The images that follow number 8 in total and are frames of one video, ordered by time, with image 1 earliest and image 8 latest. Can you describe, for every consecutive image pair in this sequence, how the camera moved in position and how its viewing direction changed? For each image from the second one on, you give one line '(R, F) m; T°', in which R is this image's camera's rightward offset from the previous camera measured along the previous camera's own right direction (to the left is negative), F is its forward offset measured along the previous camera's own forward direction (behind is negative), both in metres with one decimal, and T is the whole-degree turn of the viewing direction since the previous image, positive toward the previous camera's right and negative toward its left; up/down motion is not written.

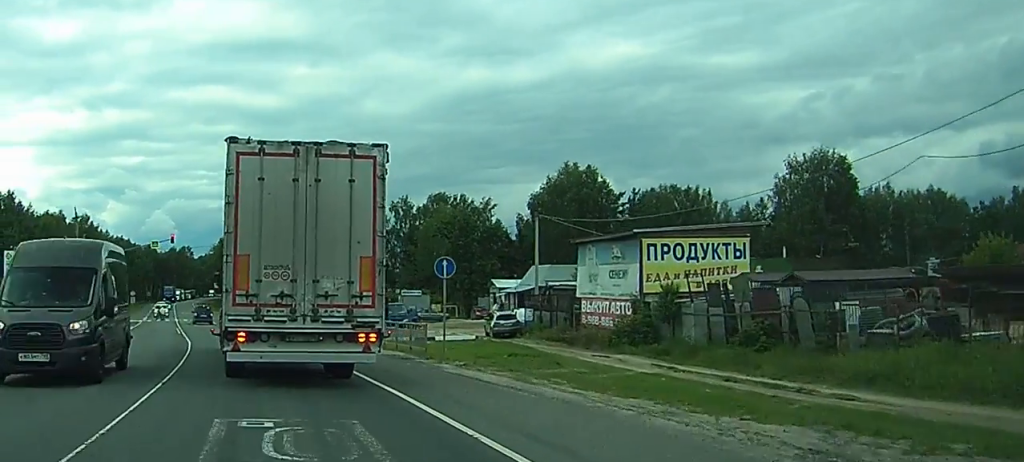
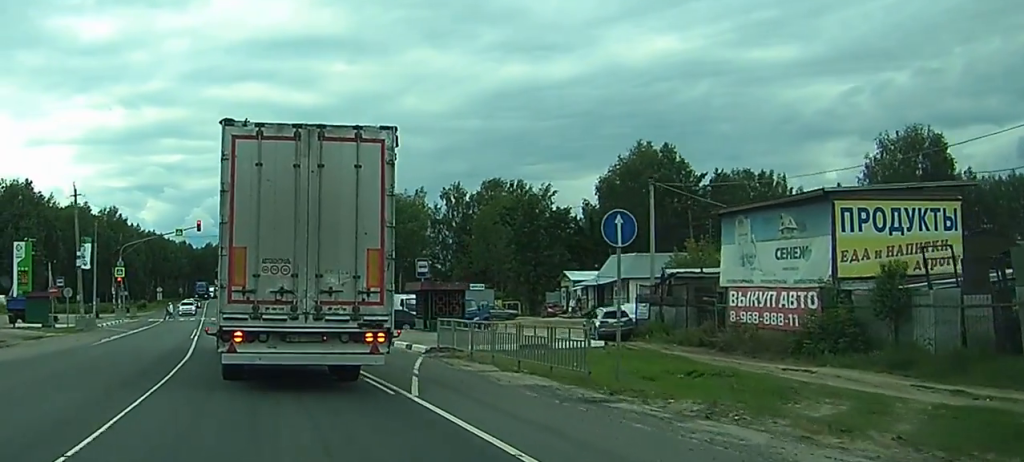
(-0.3, +15.3) m; -3°
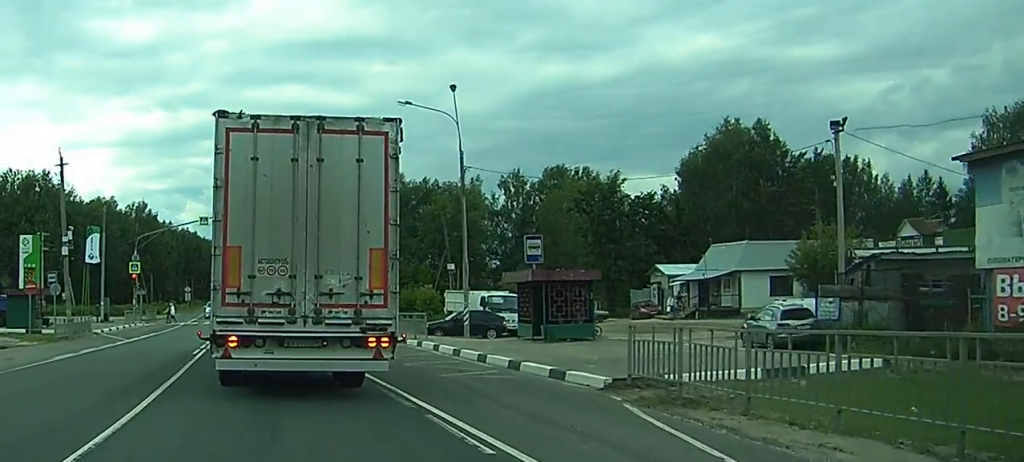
(-1.2, +16.9) m; -9°
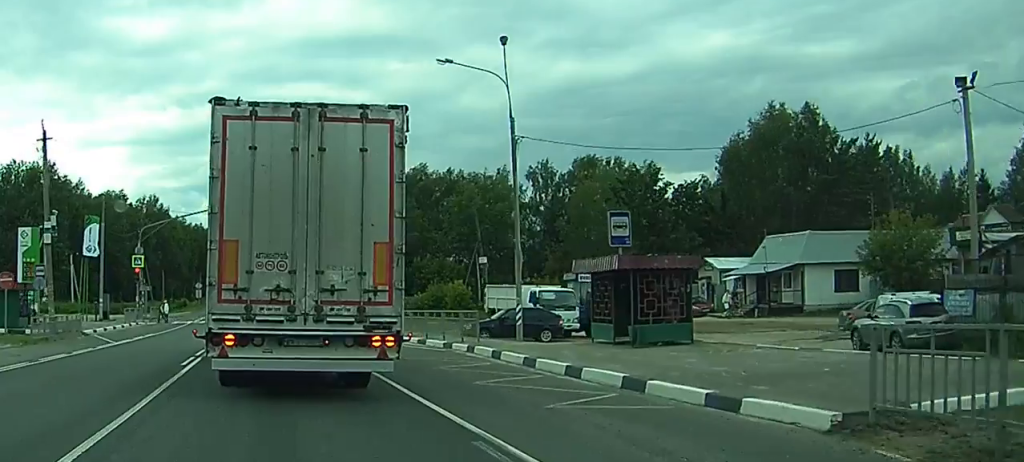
(-0.4, +8.5) m; -4°
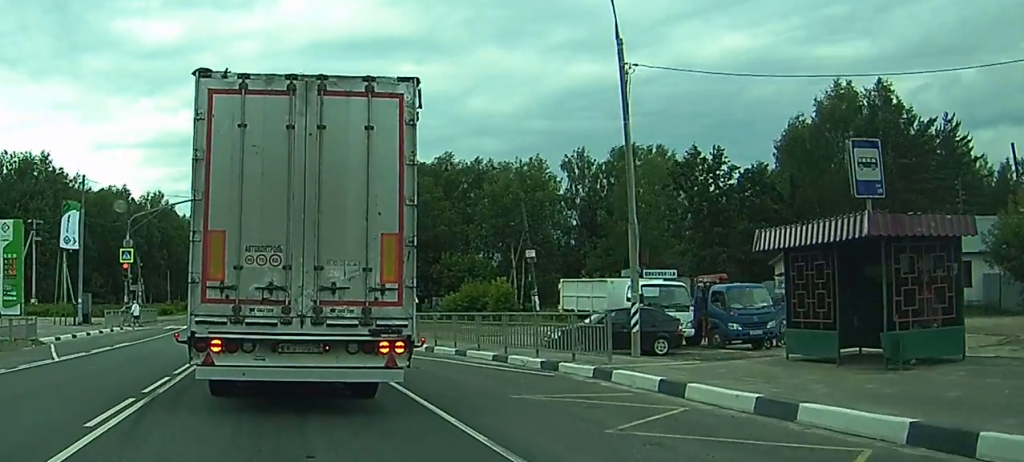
(-0.5, +13.6) m; -14°
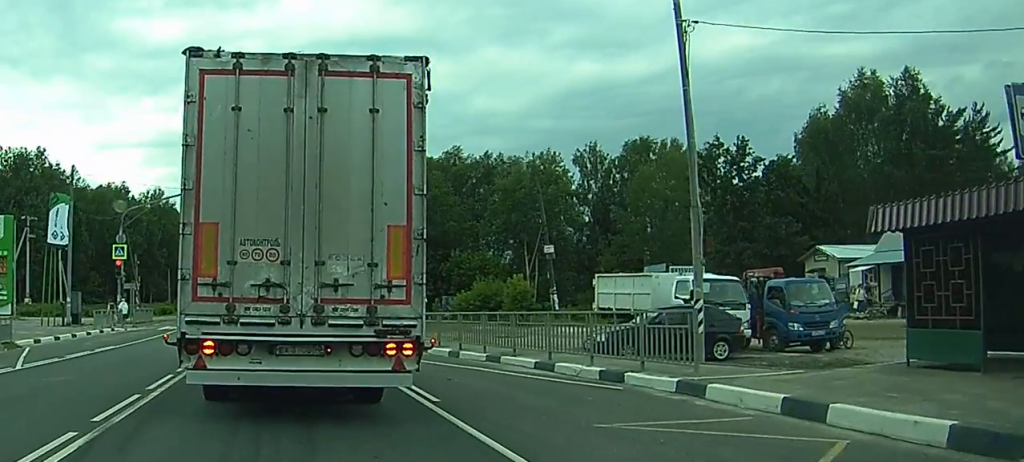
(-0.4, +4.5) m; -7°
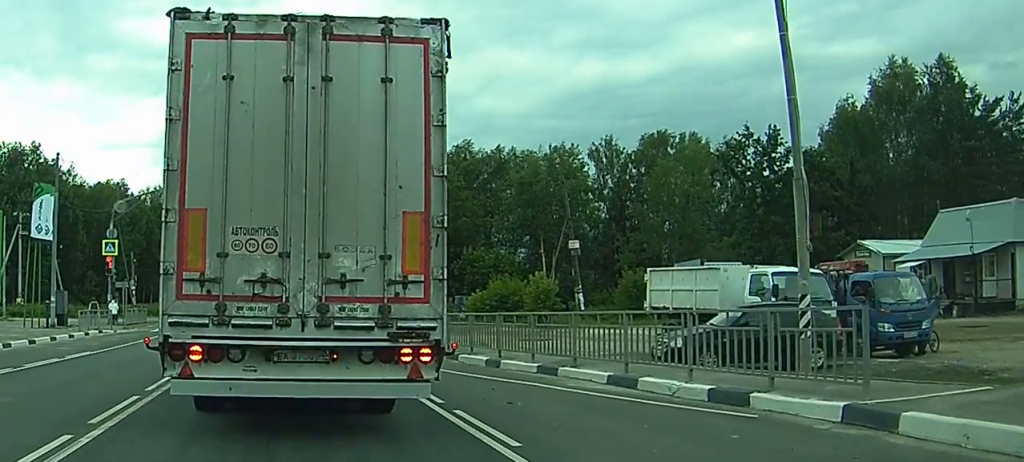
(-1.0, +5.5) m; -5°
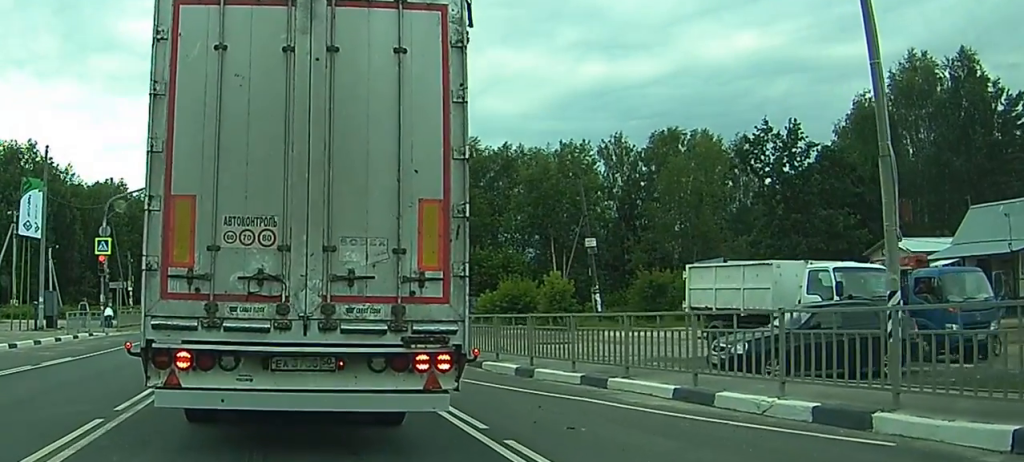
(+0.8, +4.1) m; -2°
